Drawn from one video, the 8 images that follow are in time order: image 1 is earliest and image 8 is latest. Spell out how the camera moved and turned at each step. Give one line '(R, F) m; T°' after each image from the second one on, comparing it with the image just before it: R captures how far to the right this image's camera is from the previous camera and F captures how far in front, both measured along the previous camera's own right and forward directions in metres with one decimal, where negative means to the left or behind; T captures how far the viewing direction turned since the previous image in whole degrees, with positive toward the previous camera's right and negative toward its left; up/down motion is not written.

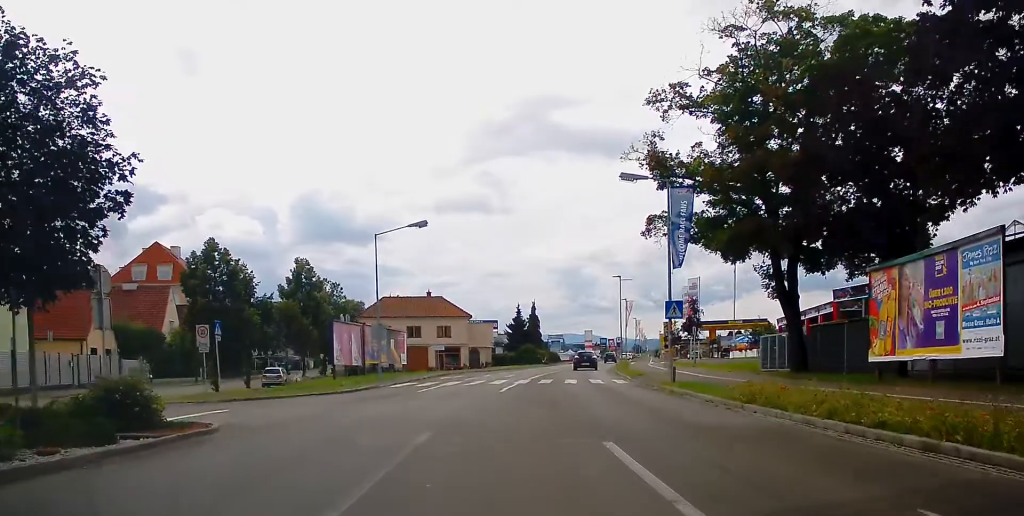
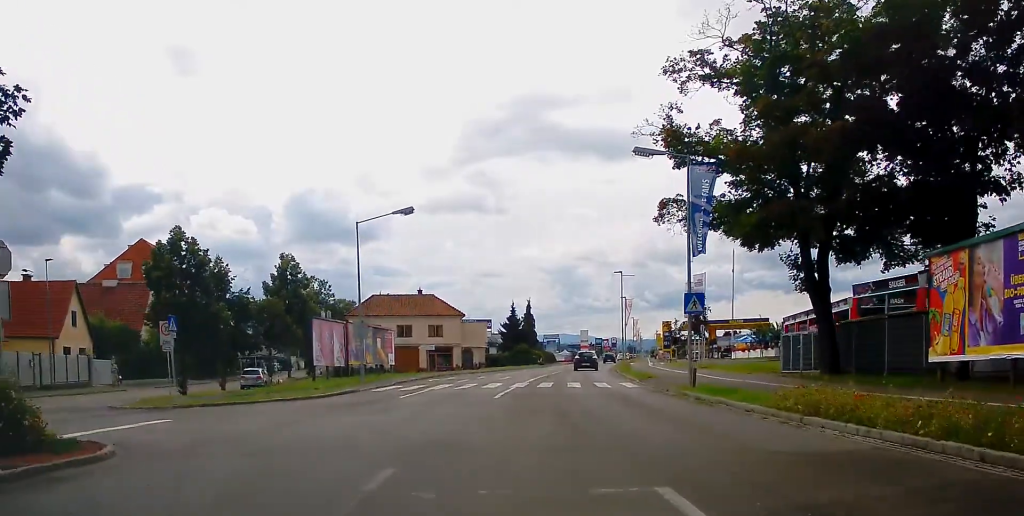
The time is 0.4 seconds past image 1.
(+0.1, +3.6) m; +1°
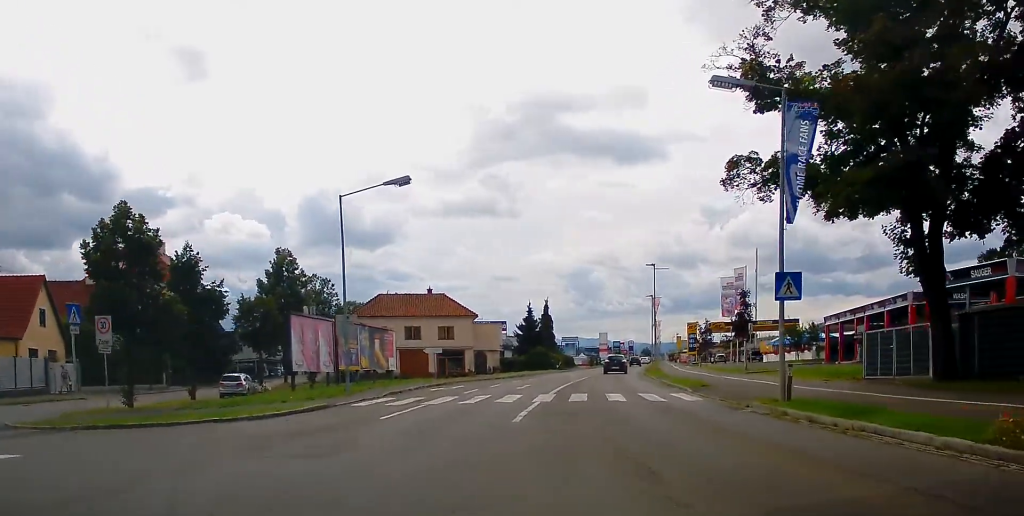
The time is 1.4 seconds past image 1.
(0.0, +6.5) m; -11°
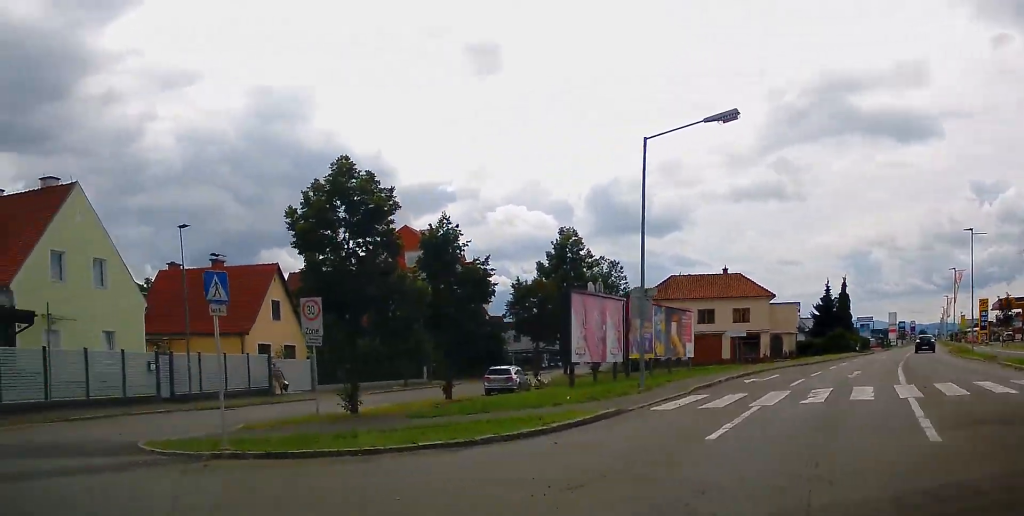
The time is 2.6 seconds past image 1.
(-1.7, +5.7) m; -28°
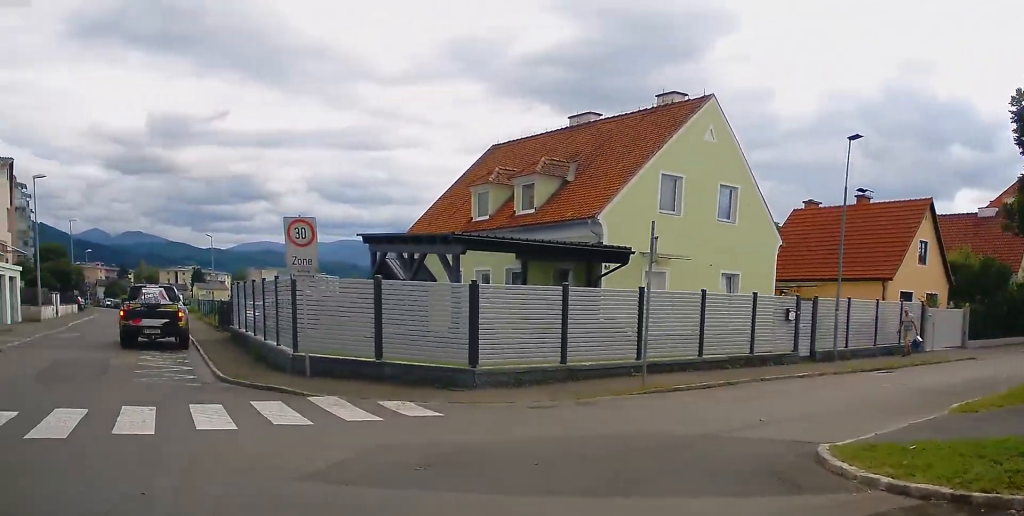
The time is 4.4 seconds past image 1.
(-2.7, +6.6) m; -53°
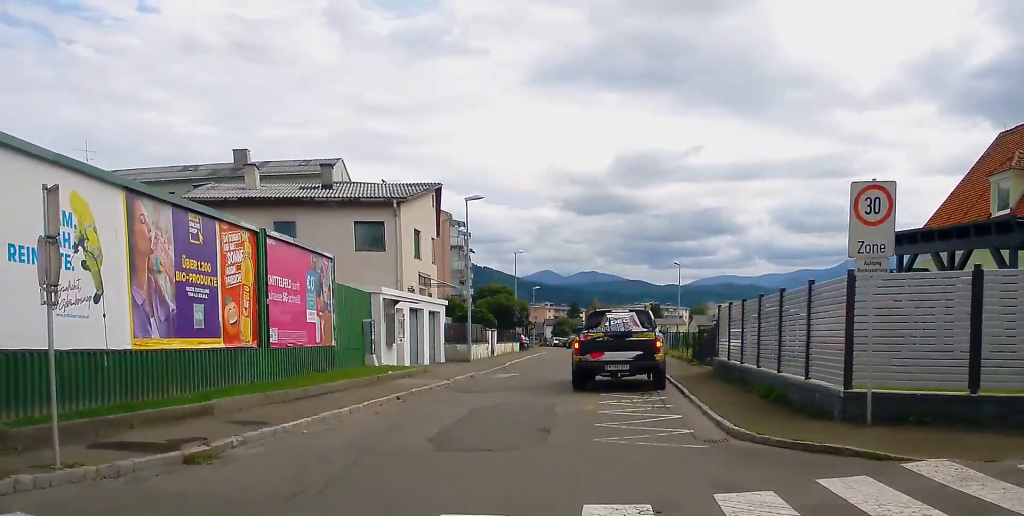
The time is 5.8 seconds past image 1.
(-1.5, +5.5) m; -13°
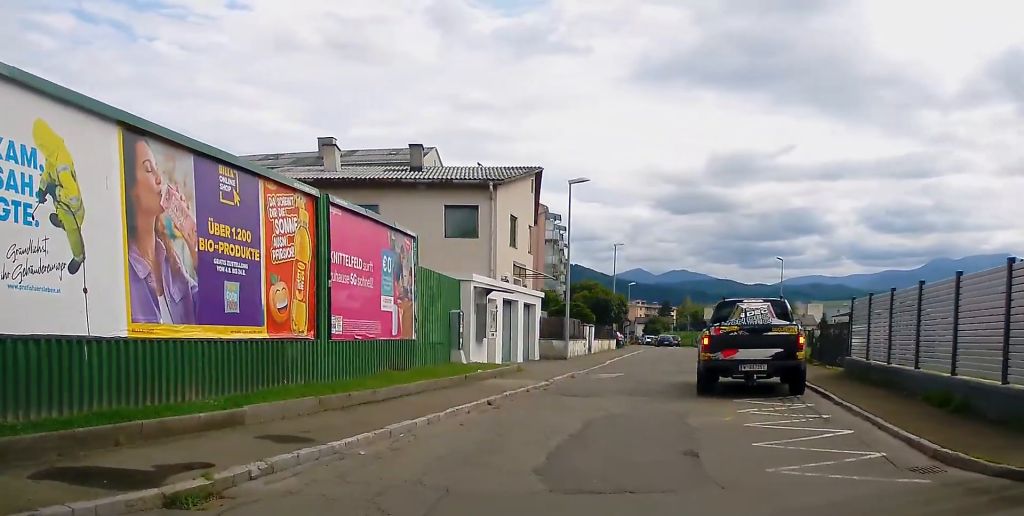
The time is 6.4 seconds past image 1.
(+0.1, +3.1) m; +2°
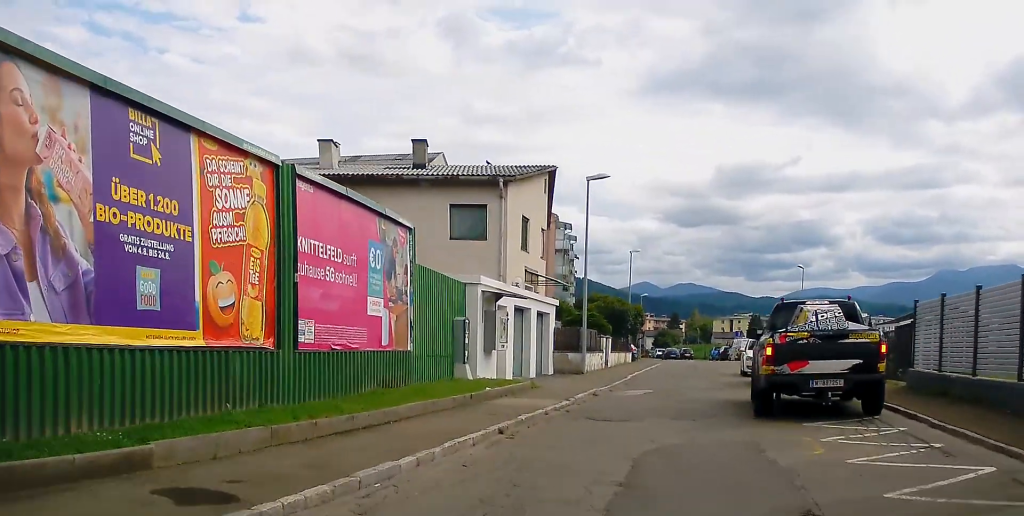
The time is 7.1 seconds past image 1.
(0.0, +3.2) m; +4°
